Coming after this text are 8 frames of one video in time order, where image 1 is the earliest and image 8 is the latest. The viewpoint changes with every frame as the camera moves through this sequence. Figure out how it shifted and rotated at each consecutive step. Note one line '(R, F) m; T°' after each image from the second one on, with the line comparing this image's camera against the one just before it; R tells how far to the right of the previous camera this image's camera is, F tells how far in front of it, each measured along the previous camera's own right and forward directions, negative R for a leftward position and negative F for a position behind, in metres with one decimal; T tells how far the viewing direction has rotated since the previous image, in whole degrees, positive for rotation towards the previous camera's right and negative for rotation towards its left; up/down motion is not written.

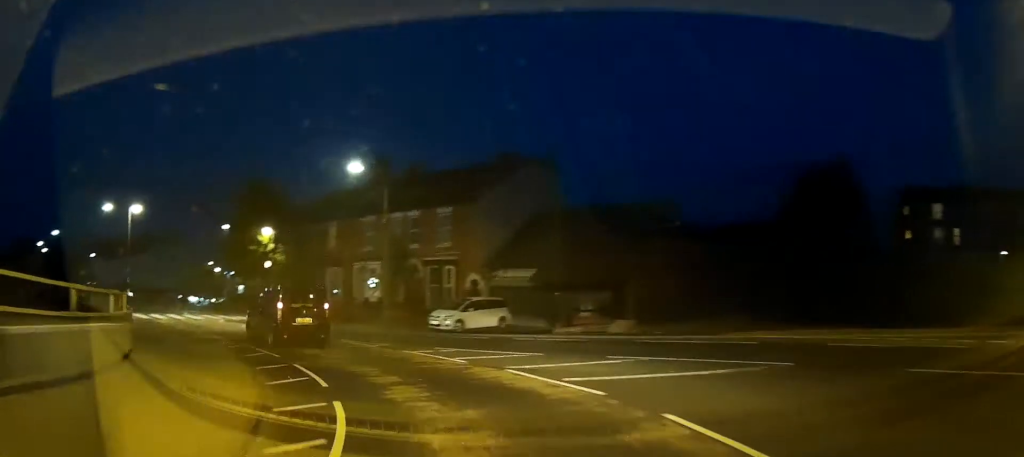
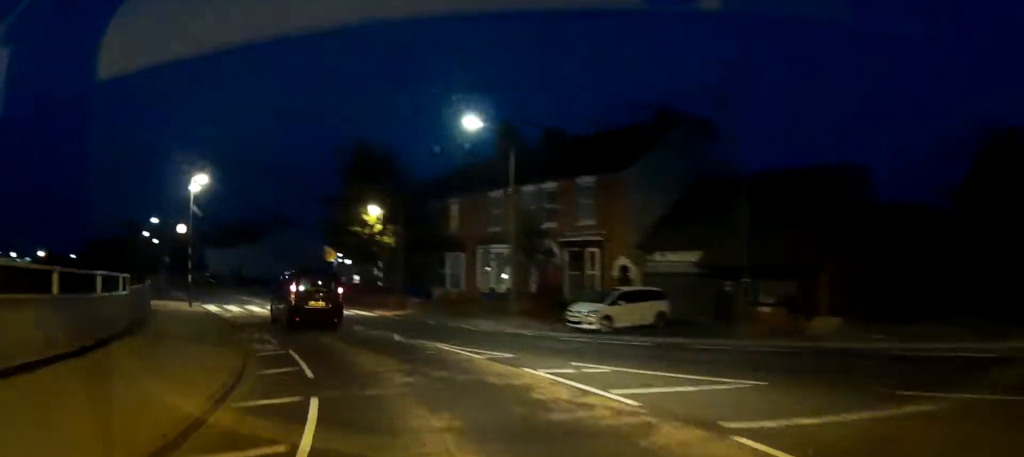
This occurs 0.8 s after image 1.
(-0.8, +6.7) m; -11°
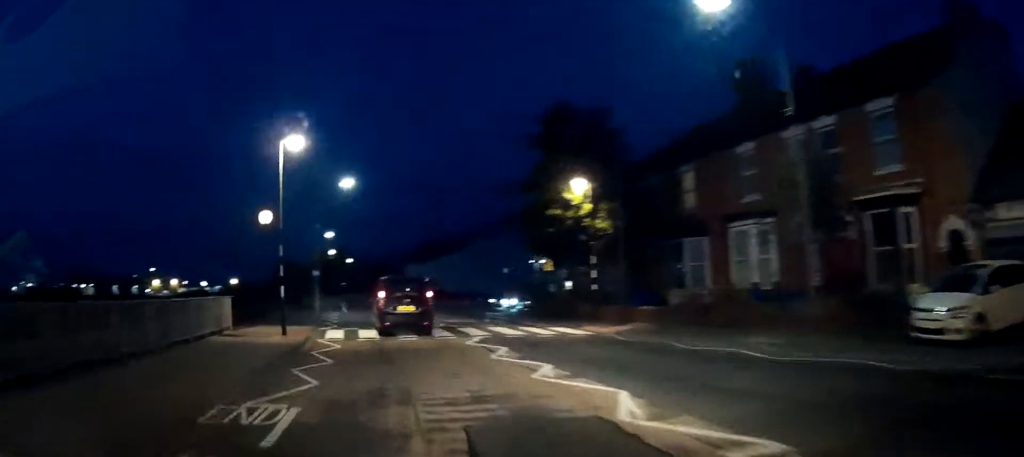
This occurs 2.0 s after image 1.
(-1.3, +10.7) m; -14°
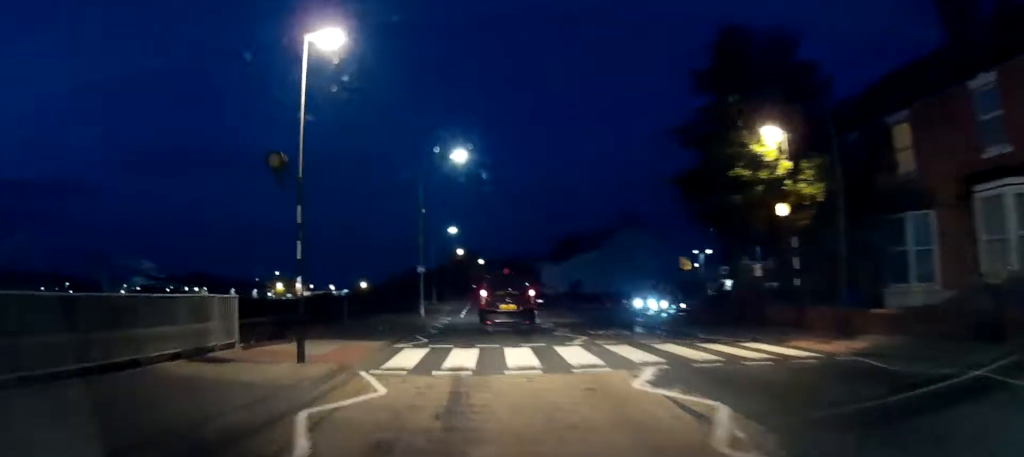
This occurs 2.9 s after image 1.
(-0.8, +8.2) m; -11°
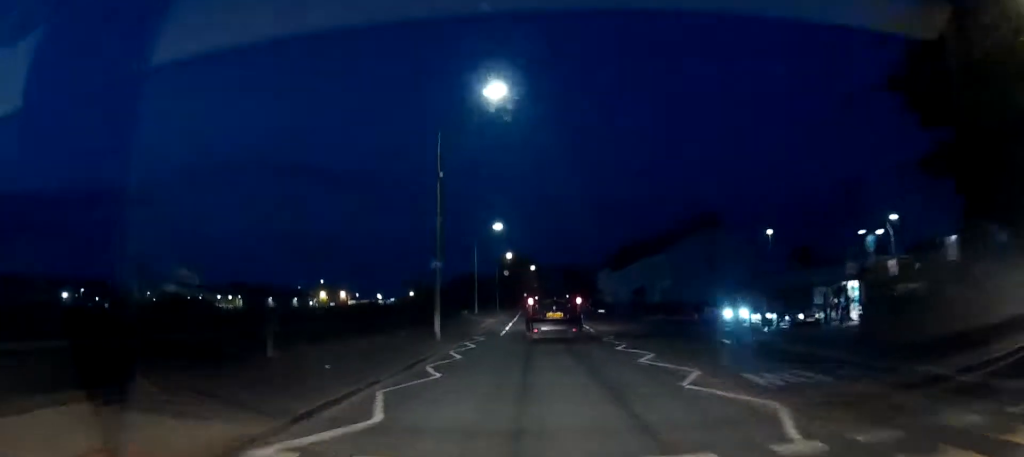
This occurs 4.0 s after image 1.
(-1.4, +11.2) m; -10°
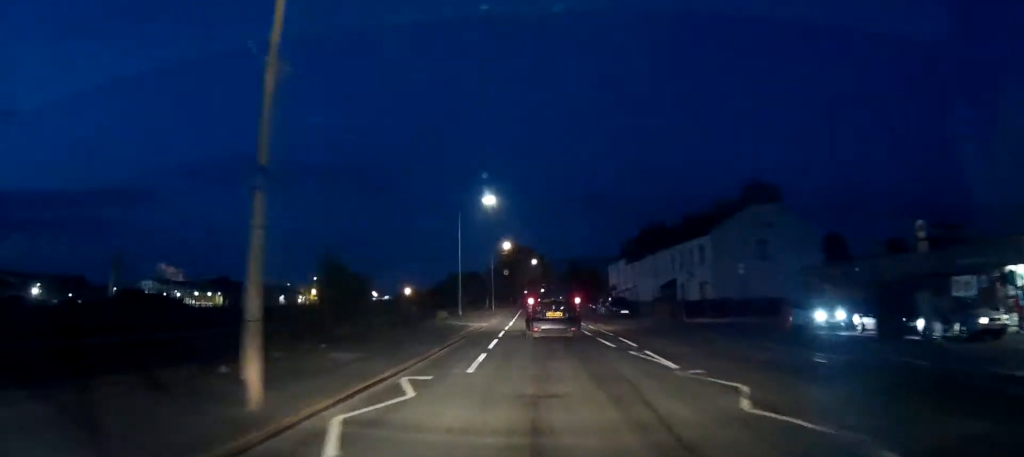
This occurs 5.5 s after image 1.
(-0.9, +14.6) m; -8°
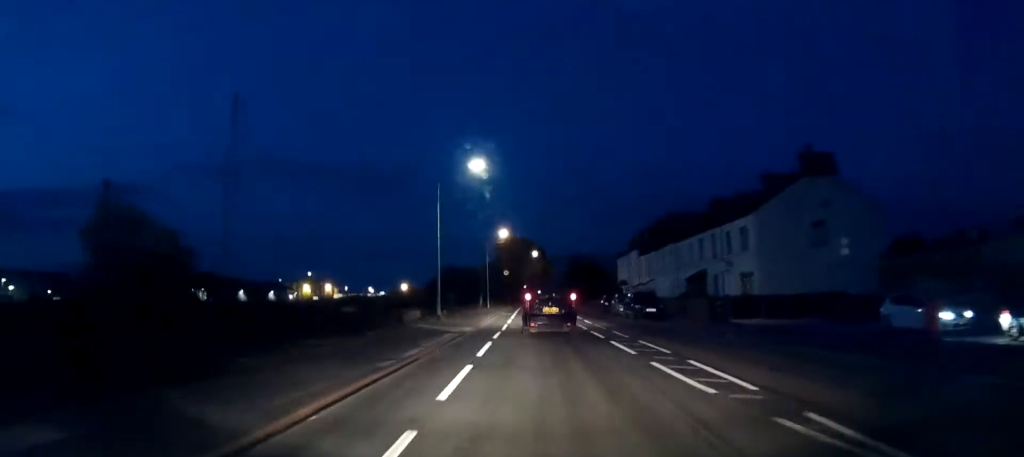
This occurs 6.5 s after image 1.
(-0.4, +10.5) m; +2°
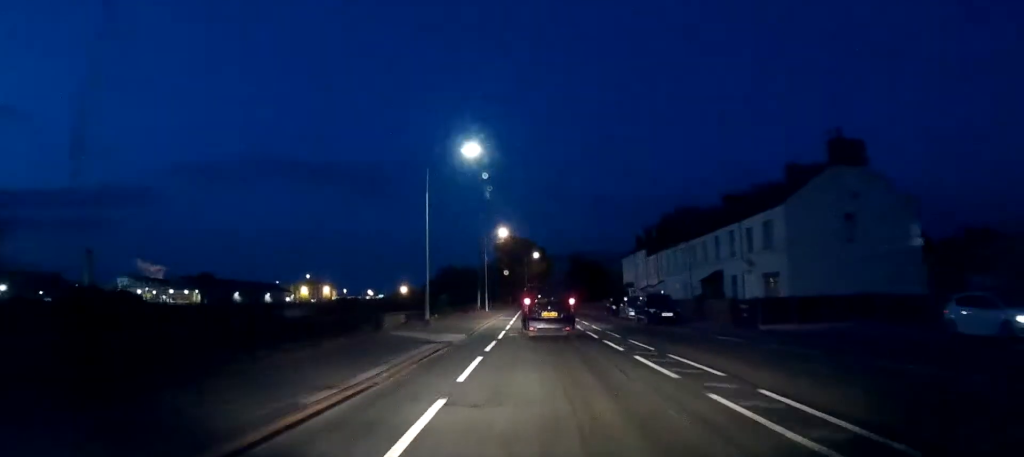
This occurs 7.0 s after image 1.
(+0.4, +4.1) m; +1°
